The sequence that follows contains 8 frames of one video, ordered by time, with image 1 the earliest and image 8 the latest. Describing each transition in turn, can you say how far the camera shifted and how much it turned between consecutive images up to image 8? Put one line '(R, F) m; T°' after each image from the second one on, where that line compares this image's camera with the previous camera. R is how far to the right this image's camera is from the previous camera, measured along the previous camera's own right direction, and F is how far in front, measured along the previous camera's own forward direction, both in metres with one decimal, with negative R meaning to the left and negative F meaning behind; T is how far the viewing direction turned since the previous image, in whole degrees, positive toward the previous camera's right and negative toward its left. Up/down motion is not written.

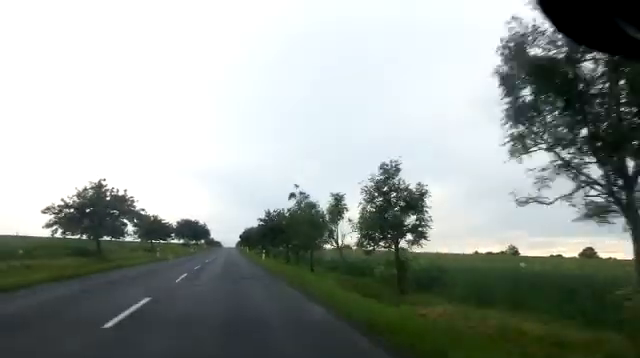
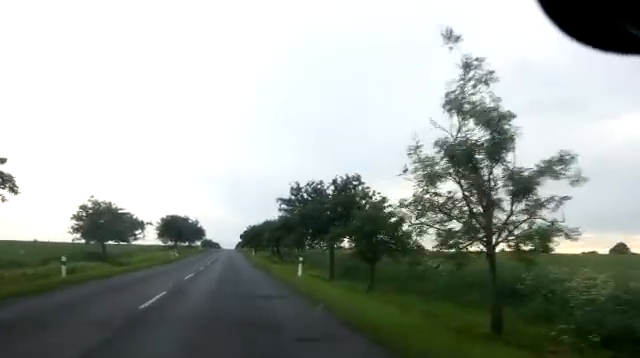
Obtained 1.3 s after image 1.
(0.0, +23.6) m; -1°
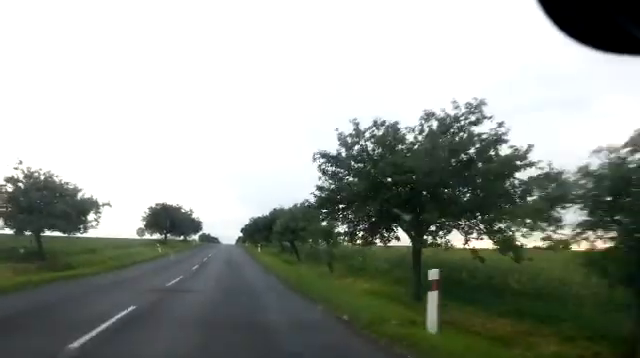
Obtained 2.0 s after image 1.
(-0.3, +13.3) m; -1°
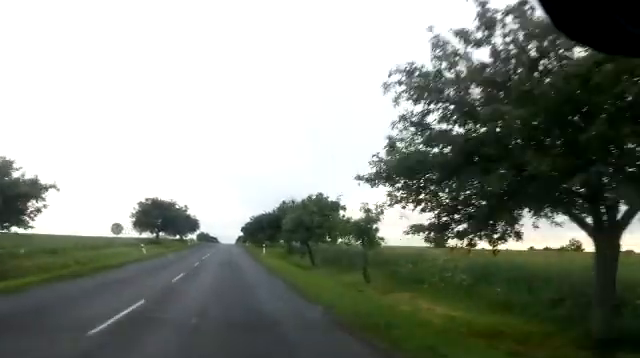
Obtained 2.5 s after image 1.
(+0.1, +7.9) m; +1°
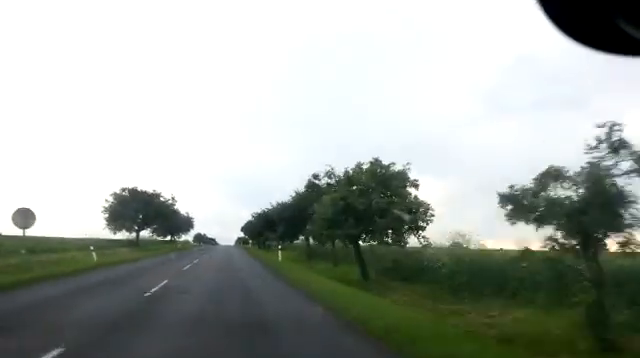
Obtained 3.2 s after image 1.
(+0.1, +13.3) m; 0°
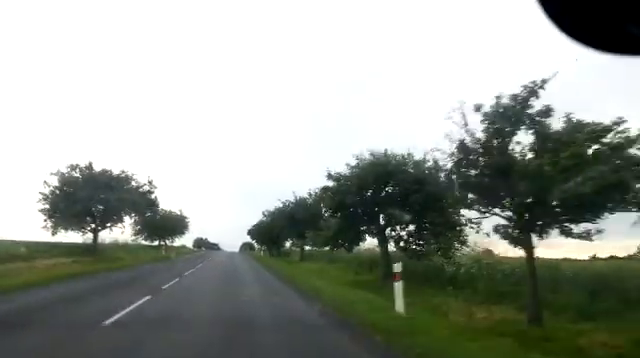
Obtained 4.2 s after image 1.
(0.0, +18.1) m; -1°
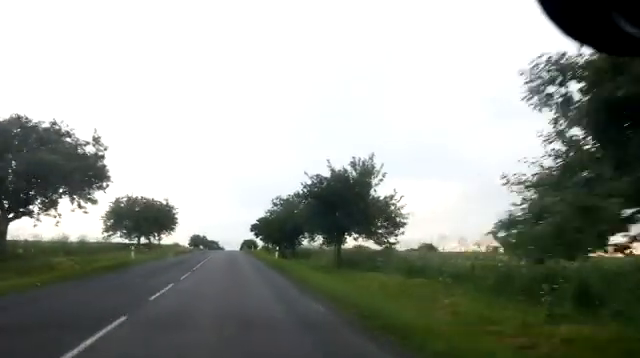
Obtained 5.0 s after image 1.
(-0.2, +14.4) m; -1°
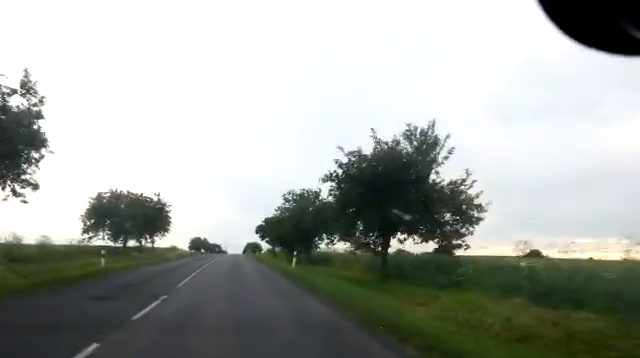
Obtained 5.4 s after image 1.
(0.0, +7.8) m; +1°
